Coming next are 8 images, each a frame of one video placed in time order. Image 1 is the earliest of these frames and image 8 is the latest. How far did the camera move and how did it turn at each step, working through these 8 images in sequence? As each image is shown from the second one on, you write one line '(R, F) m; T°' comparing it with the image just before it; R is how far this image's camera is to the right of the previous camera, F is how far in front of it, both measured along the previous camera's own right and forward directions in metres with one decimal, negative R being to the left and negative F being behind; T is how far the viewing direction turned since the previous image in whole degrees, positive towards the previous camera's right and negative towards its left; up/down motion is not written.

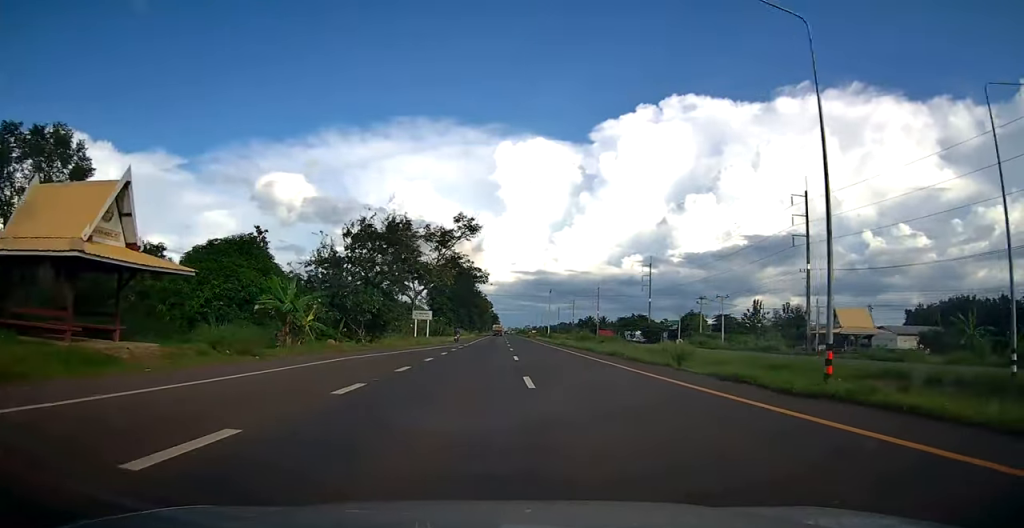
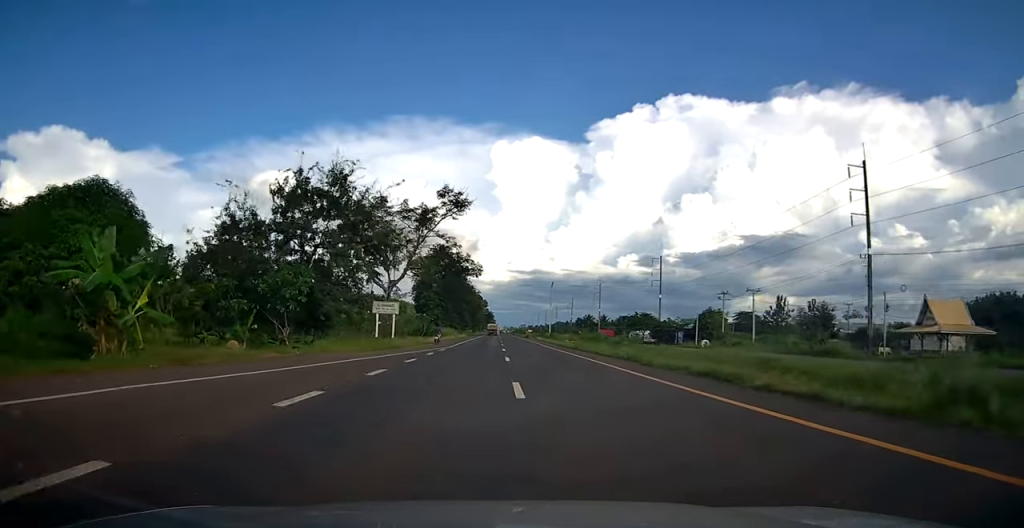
(0.0, +14.1) m; 0°
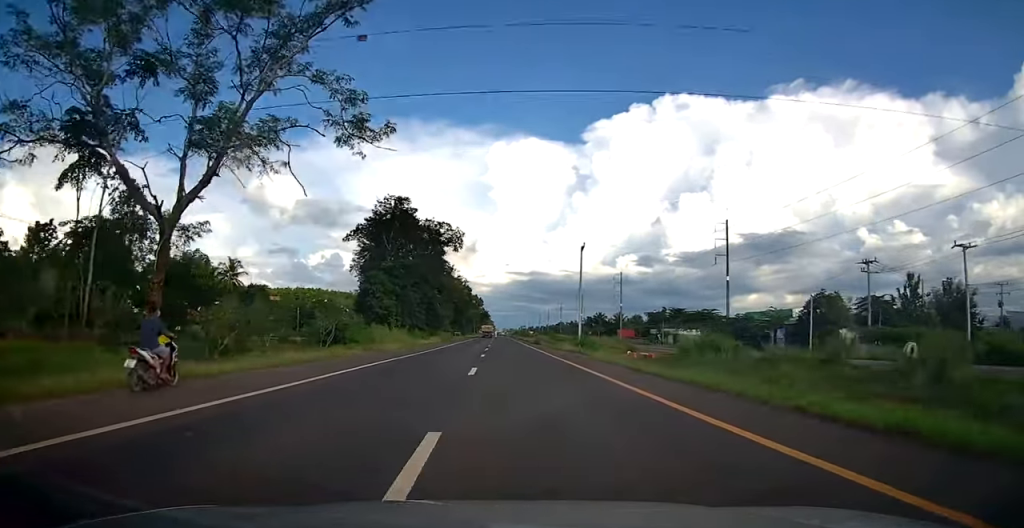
(+0.2, +42.7) m; 0°
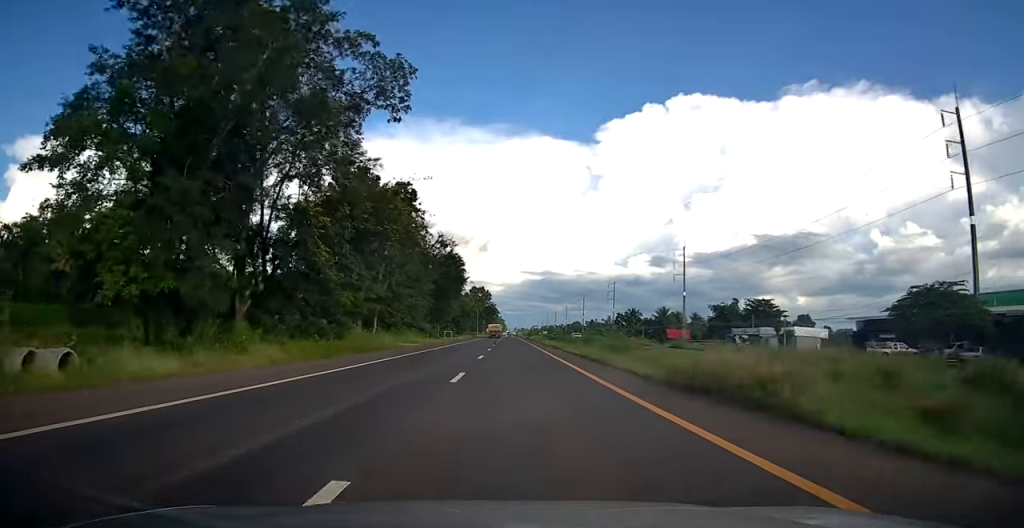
(-0.3, +50.2) m; -1°
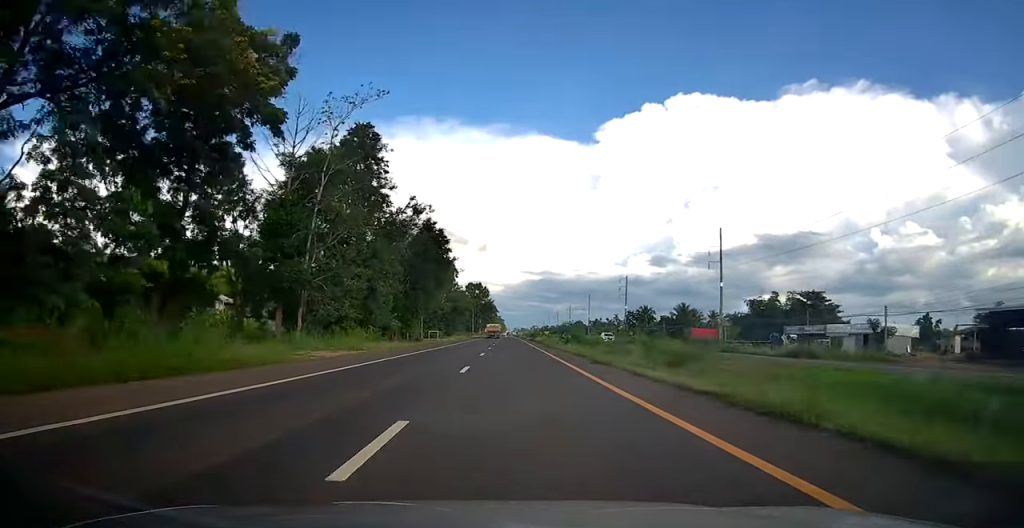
(0.0, +20.9) m; 0°
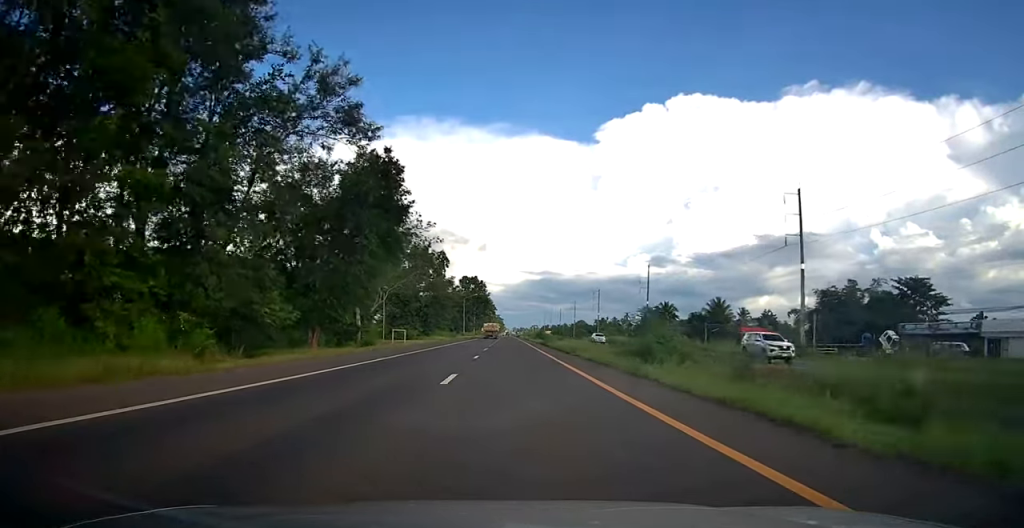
(0.0, +28.2) m; 0°
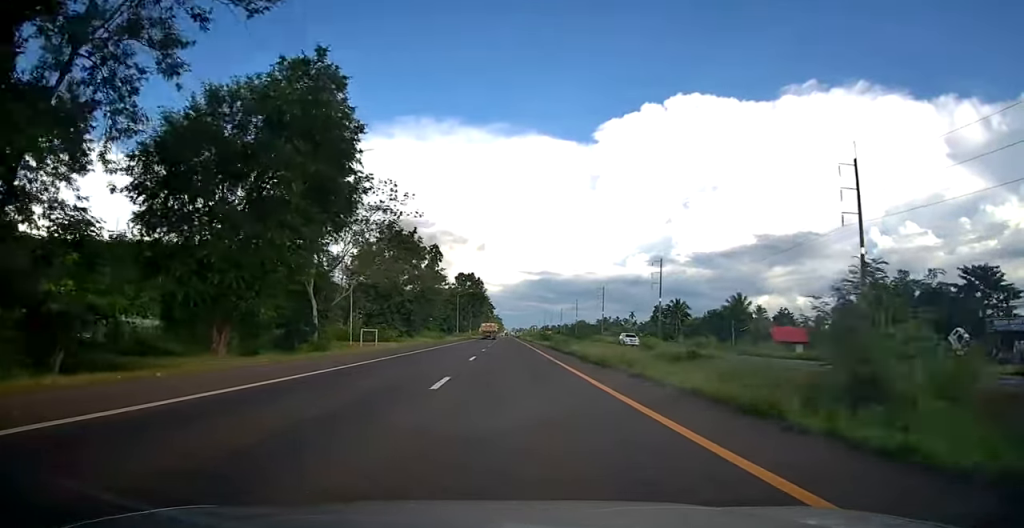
(0.0, +13.0) m; 0°
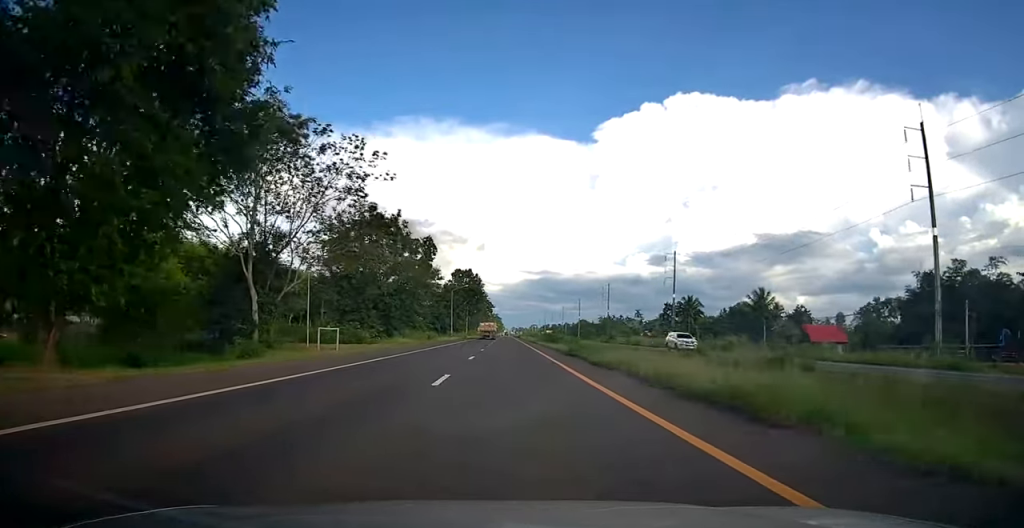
(0.0, +11.2) m; 0°
